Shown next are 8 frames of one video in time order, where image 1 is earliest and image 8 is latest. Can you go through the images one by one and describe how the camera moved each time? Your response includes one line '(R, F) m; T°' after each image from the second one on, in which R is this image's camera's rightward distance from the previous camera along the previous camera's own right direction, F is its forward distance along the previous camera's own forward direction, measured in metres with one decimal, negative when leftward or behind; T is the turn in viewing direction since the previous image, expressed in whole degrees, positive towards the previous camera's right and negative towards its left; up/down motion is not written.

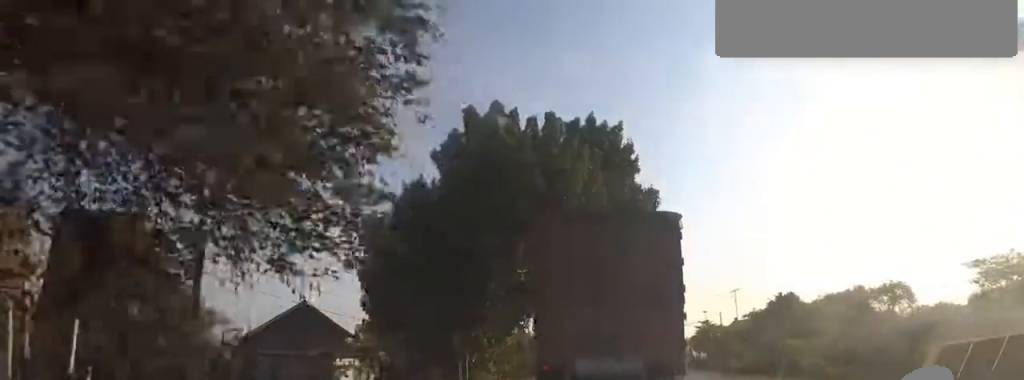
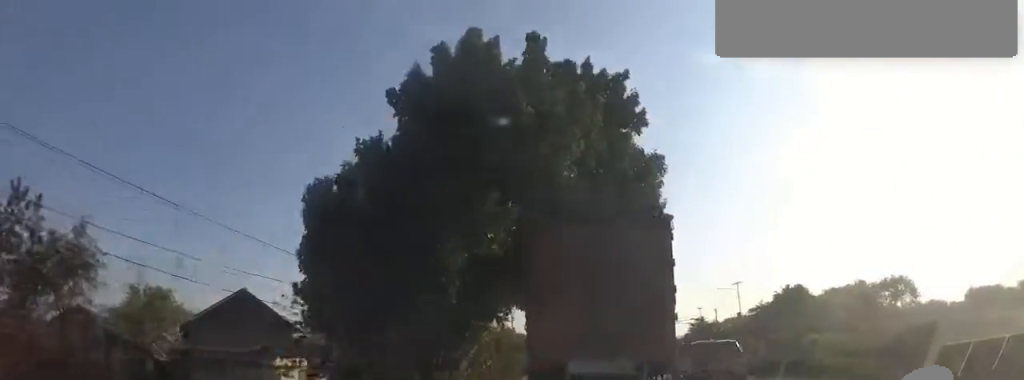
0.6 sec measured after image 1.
(0.0, +4.6) m; 0°
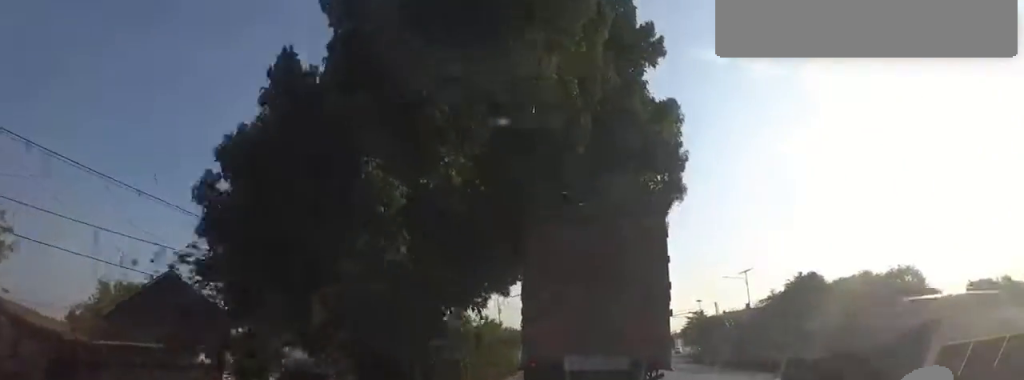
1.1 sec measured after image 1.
(0.0, +4.4) m; 0°
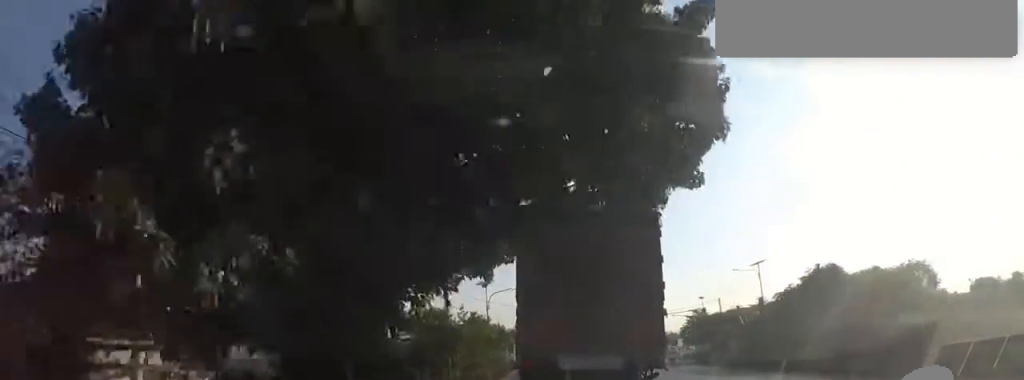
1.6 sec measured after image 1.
(0.0, +4.2) m; 0°
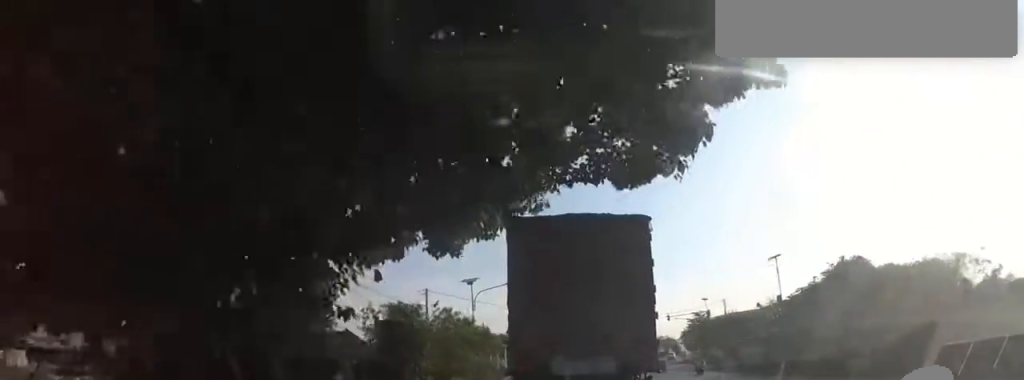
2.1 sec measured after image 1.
(0.0, +4.6) m; 0°
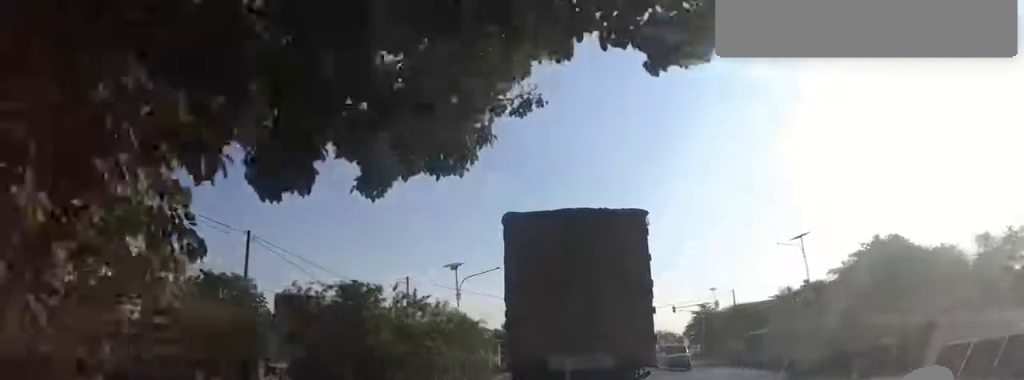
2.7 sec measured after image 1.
(0.0, +4.6) m; 0°
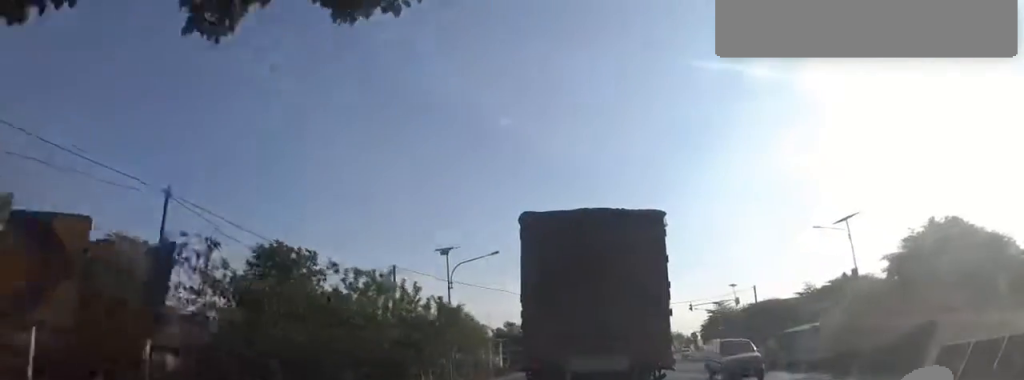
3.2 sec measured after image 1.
(0.0, +4.8) m; +1°
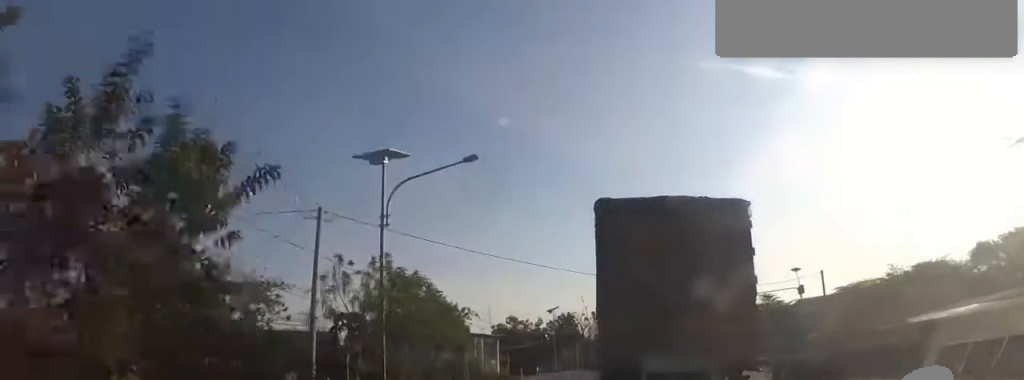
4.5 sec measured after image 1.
(+0.5, +12.9) m; +4°
